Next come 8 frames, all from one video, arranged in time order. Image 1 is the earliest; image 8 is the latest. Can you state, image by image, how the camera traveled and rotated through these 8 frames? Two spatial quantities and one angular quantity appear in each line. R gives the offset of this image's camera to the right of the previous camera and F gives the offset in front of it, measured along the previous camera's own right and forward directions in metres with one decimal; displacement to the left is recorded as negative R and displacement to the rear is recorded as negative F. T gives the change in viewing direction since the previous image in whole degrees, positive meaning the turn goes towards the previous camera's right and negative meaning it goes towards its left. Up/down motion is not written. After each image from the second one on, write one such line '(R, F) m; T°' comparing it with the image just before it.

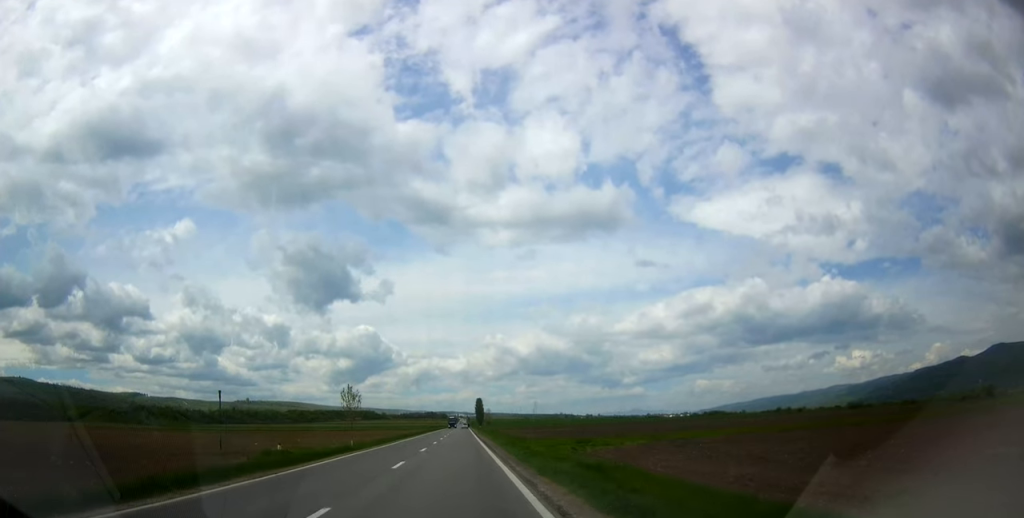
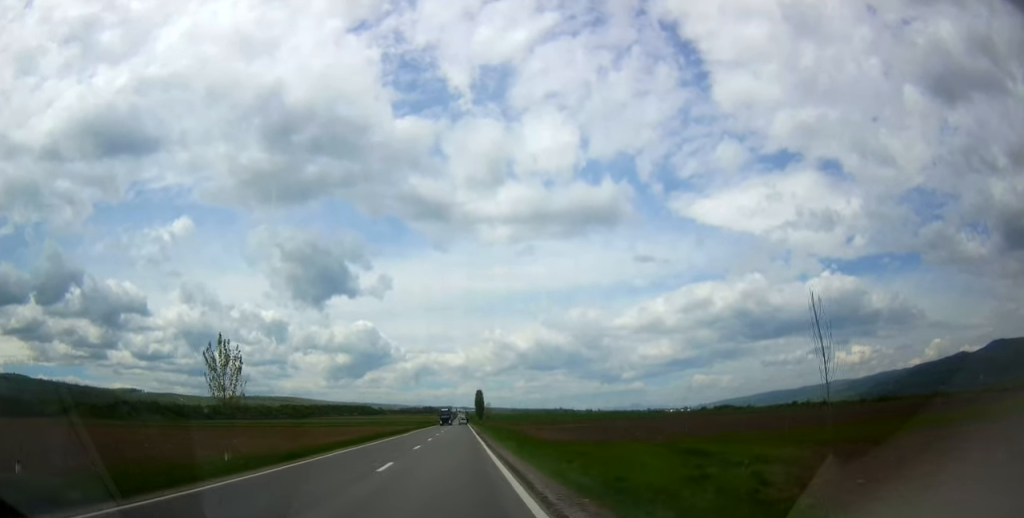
(+0.2, +26.1) m; 0°
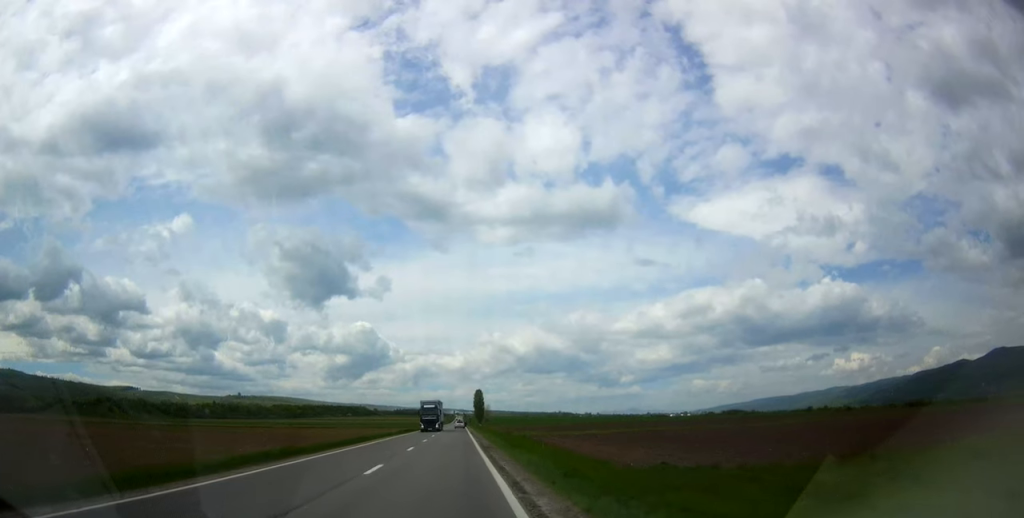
(-0.2, +25.1) m; 0°
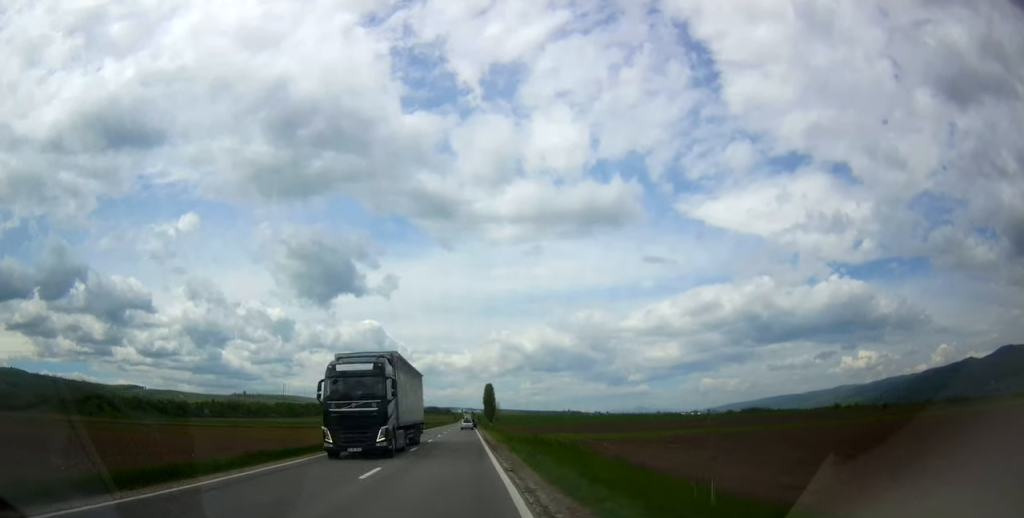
(+0.1, +27.6) m; 0°
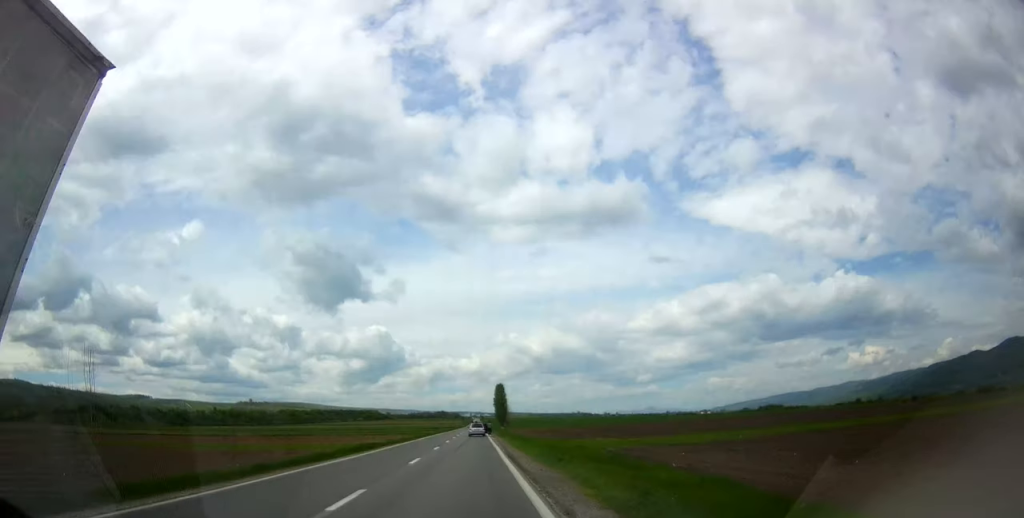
(+0.2, +17.8) m; 0°
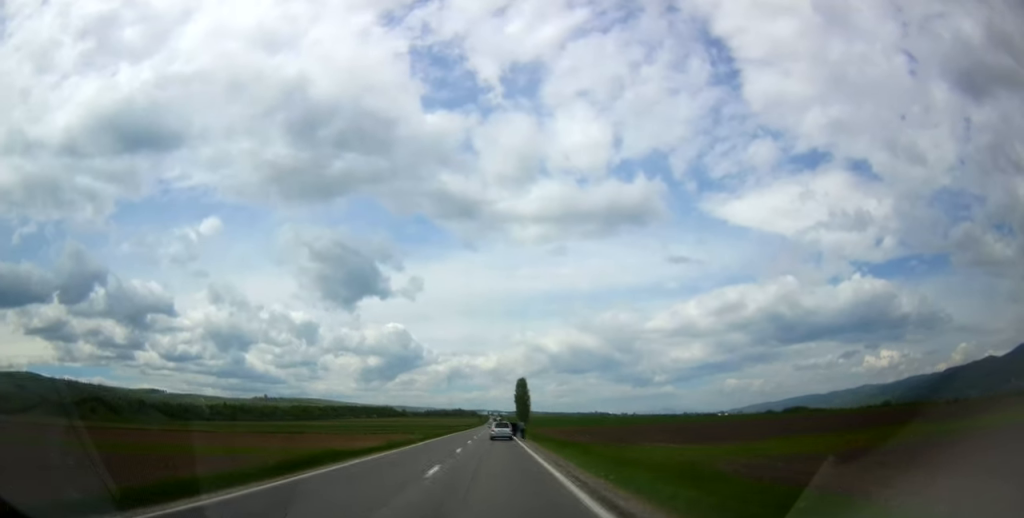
(-0.3, +17.4) m; -1°
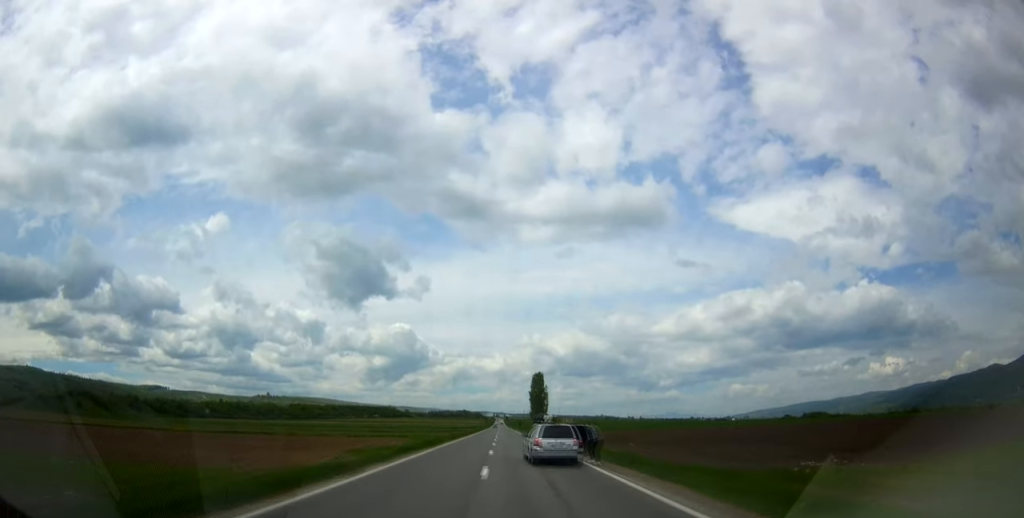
(-0.1, +24.6) m; -1°
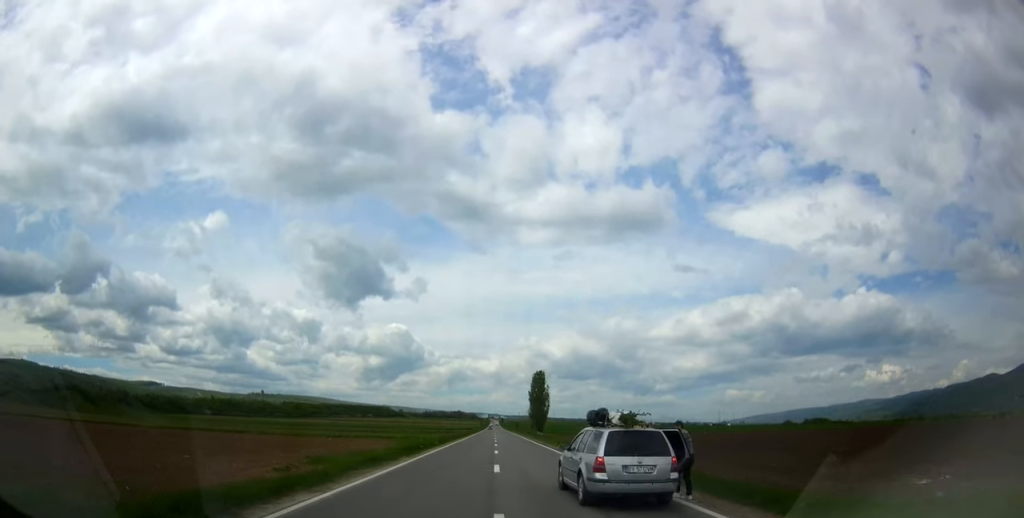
(-0.2, +9.4) m; -1°
